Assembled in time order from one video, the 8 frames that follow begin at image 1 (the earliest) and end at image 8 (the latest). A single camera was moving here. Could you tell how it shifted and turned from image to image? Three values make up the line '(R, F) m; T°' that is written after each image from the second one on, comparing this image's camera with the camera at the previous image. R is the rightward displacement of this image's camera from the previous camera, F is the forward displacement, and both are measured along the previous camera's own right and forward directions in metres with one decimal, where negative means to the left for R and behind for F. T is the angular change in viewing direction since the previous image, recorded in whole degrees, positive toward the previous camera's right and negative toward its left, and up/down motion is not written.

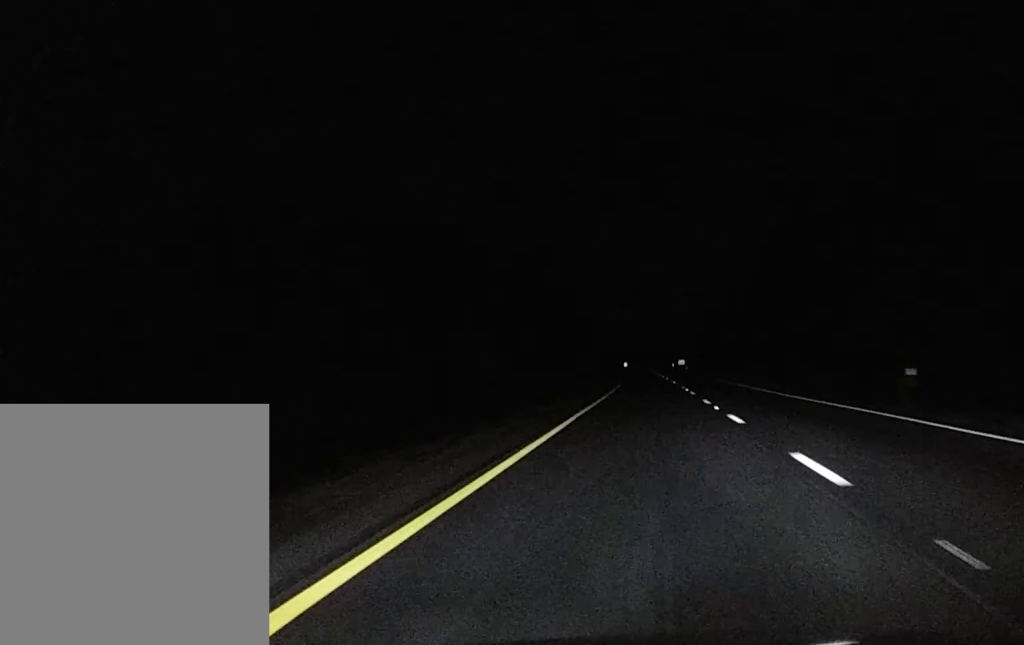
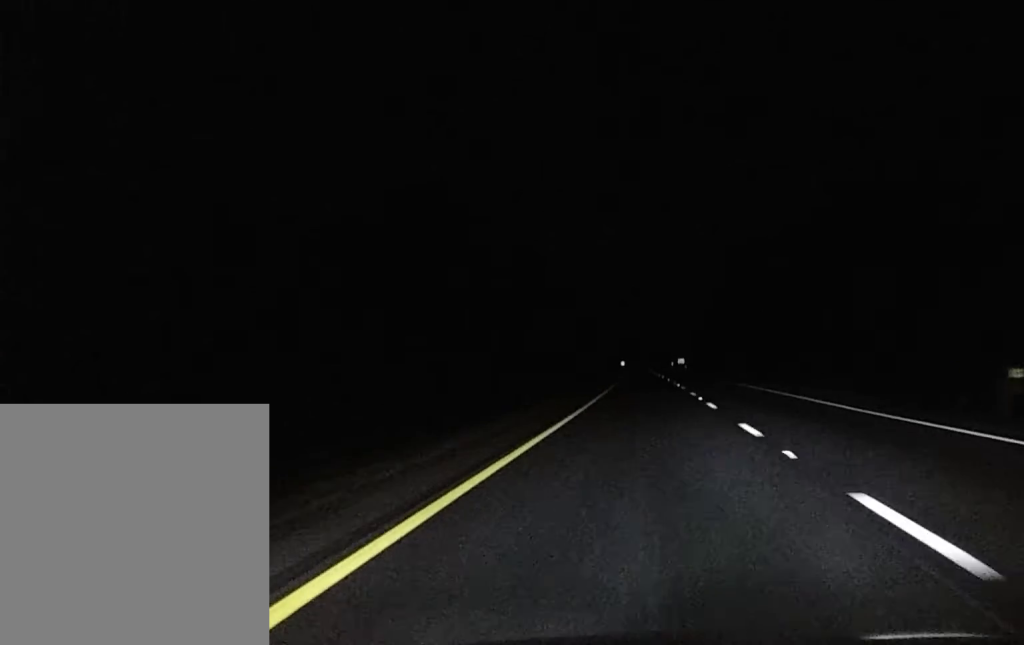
(-0.2, +13.5) m; 0°
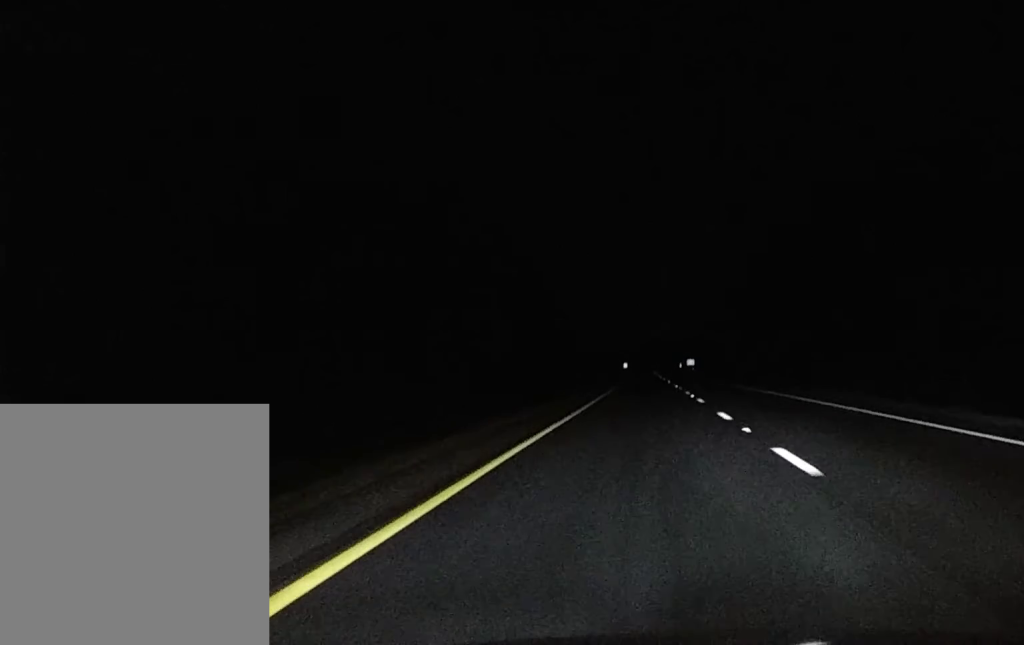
(+0.7, +44.0) m; +2°
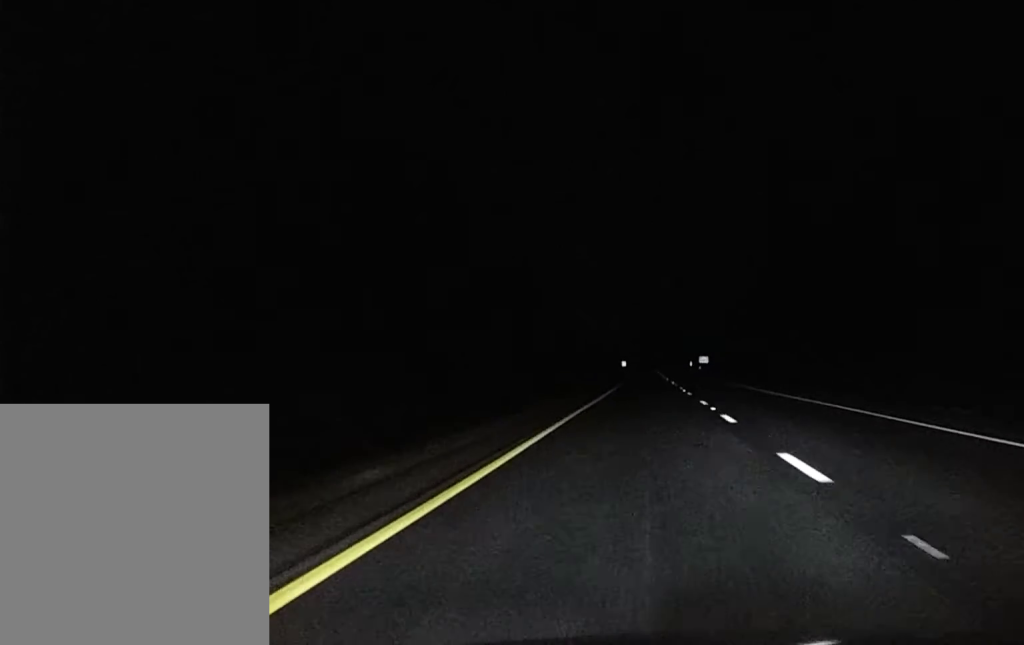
(+0.1, +65.0) m; 0°
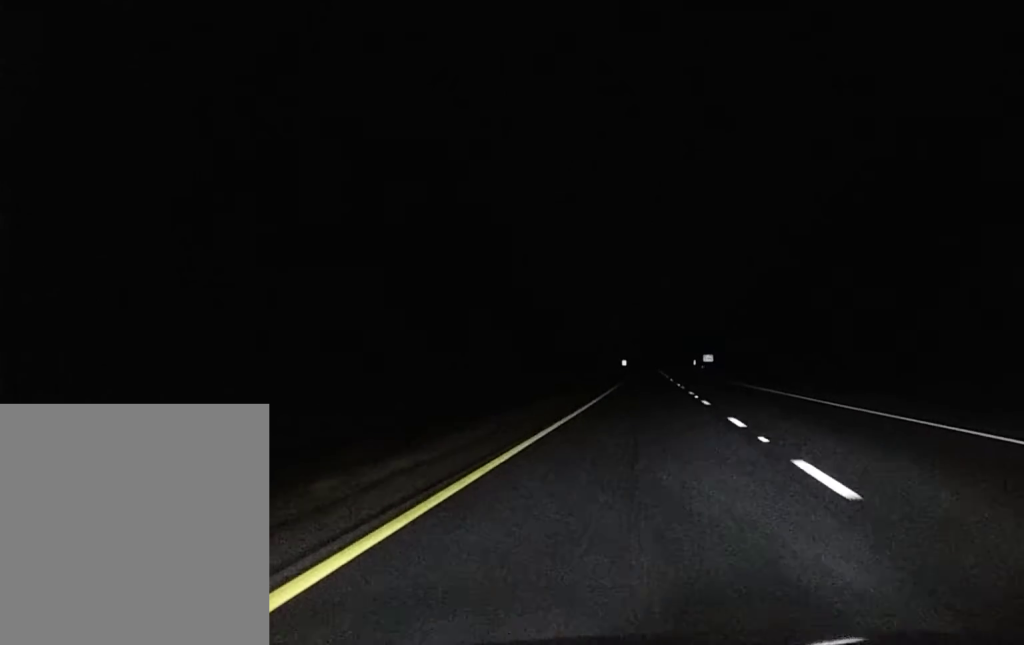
(0.0, +13.3) m; 0°
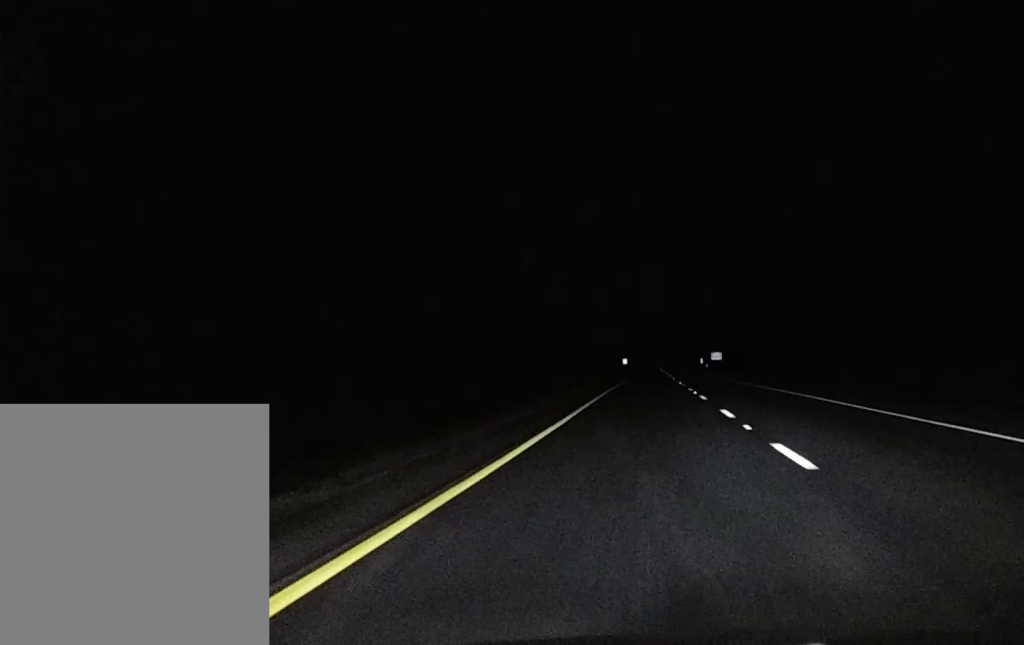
(0.0, +19.5) m; 0°
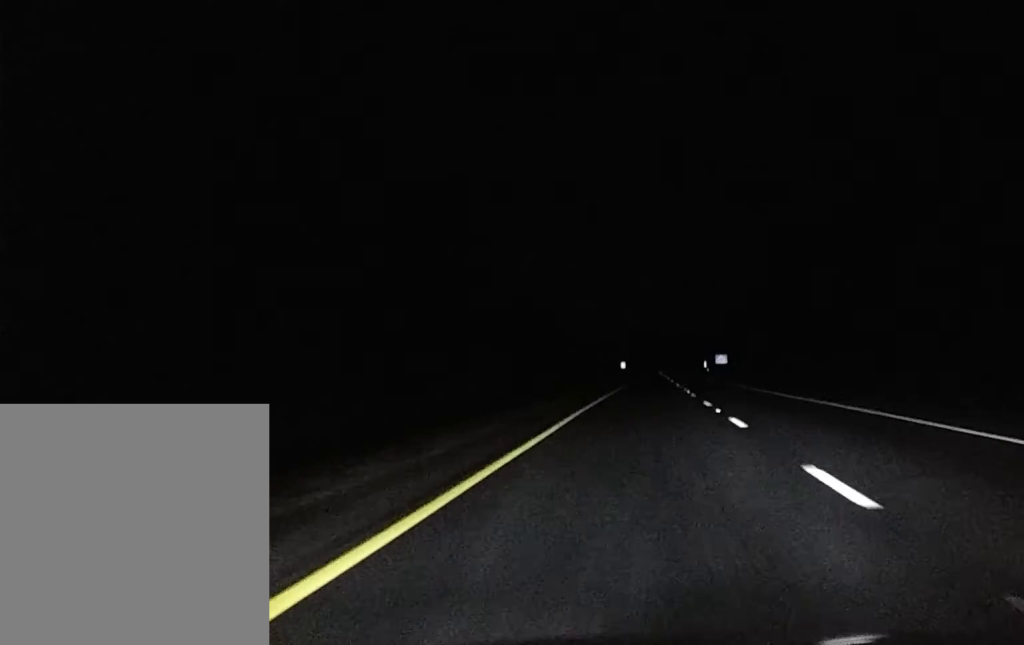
(0.0, +12.4) m; 0°
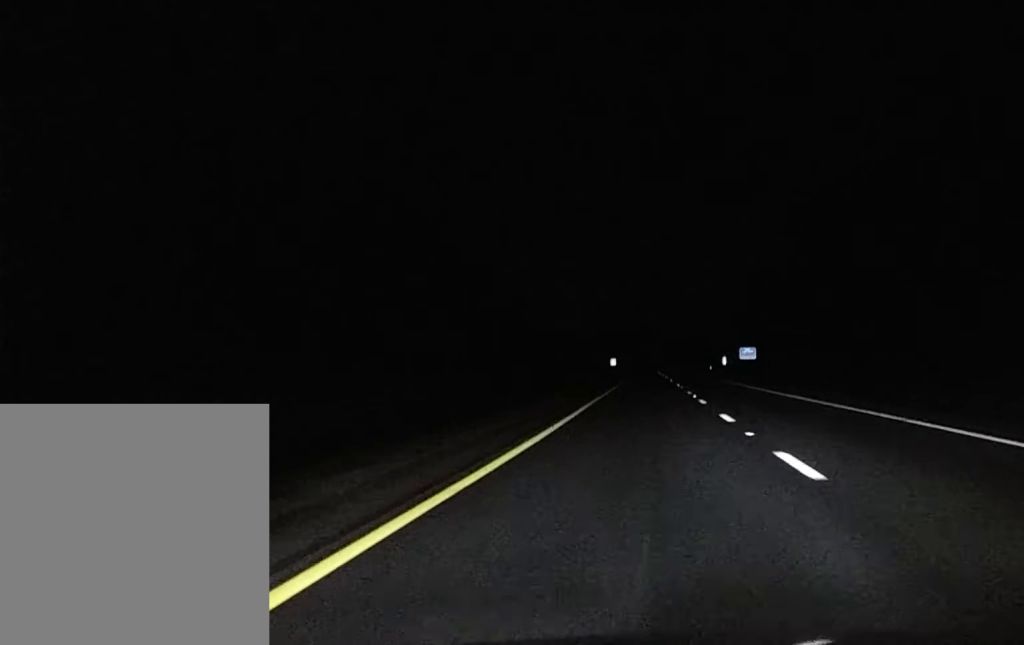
(+0.3, +52.2) m; 0°
